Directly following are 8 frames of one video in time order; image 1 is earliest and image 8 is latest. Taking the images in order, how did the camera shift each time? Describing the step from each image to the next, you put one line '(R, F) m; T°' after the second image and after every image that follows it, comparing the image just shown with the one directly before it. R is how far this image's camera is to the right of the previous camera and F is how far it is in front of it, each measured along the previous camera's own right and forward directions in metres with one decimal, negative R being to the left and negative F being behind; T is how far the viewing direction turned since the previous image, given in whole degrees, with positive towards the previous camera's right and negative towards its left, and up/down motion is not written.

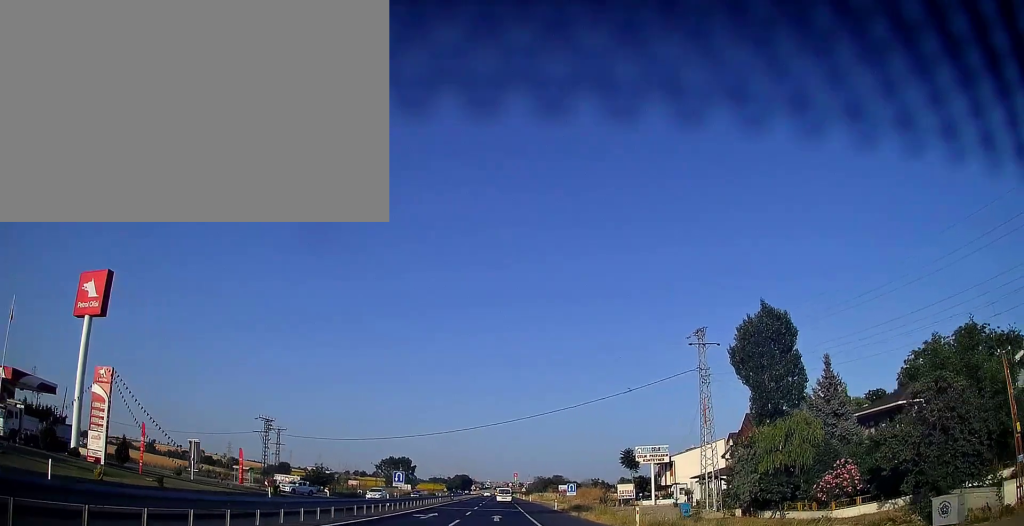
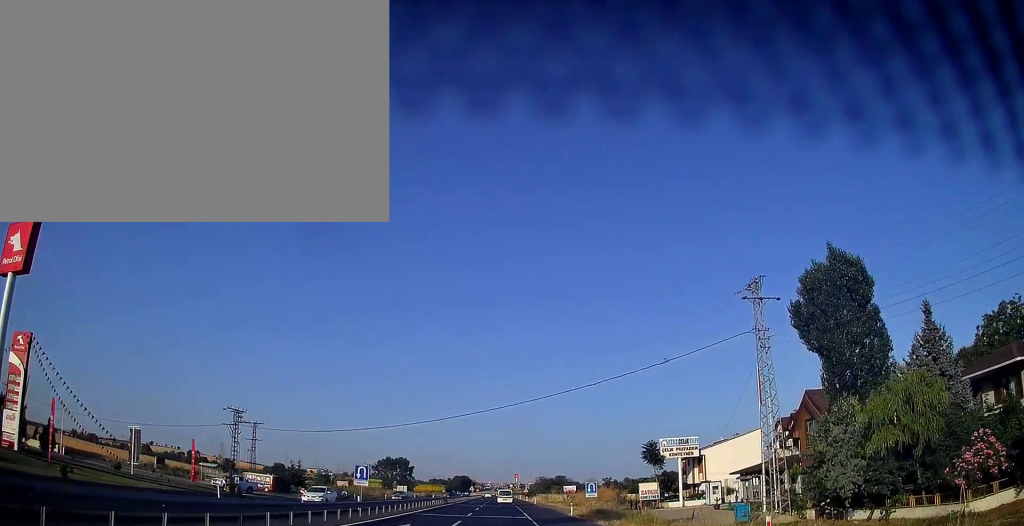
(-0.1, +11.2) m; 0°
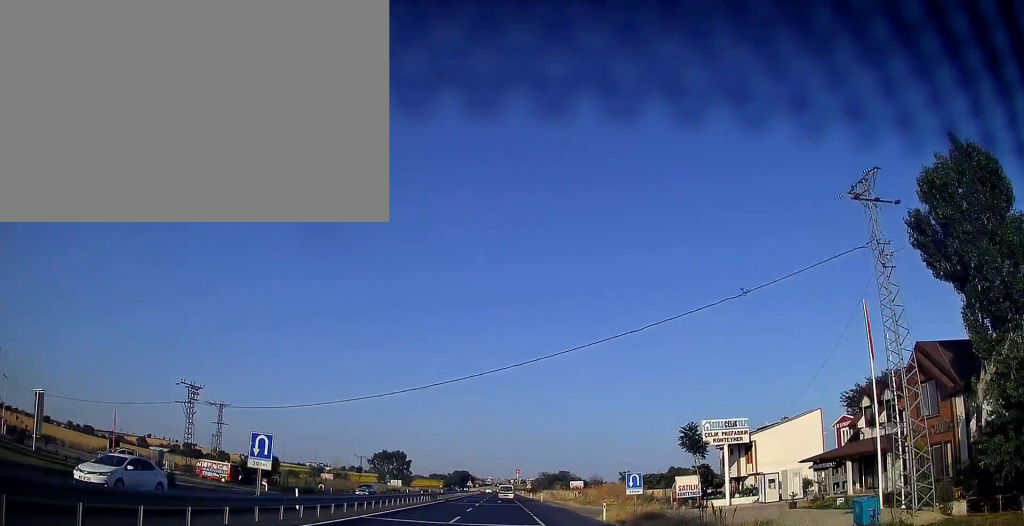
(0.0, +13.1) m; 0°
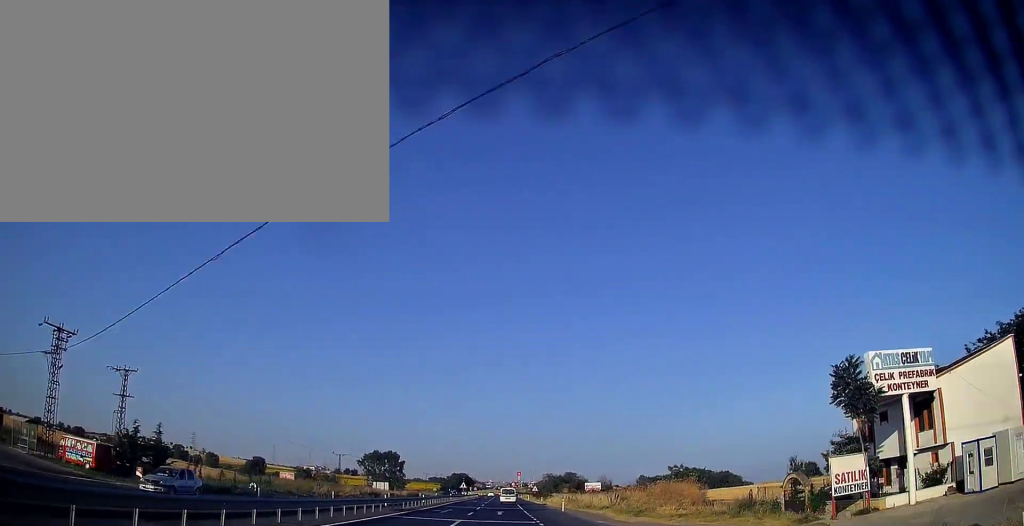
(+0.1, +23.3) m; 0°
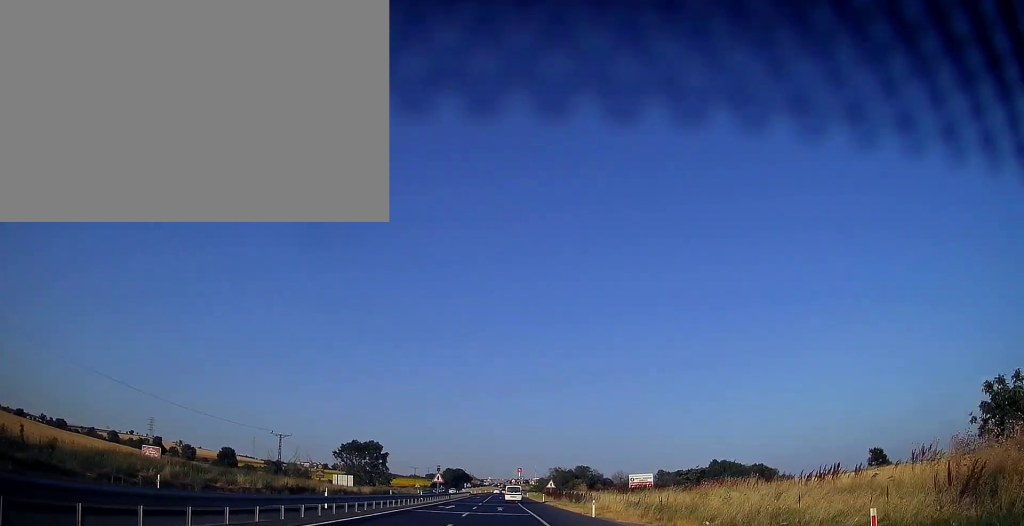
(-0.2, +42.8) m; 0°
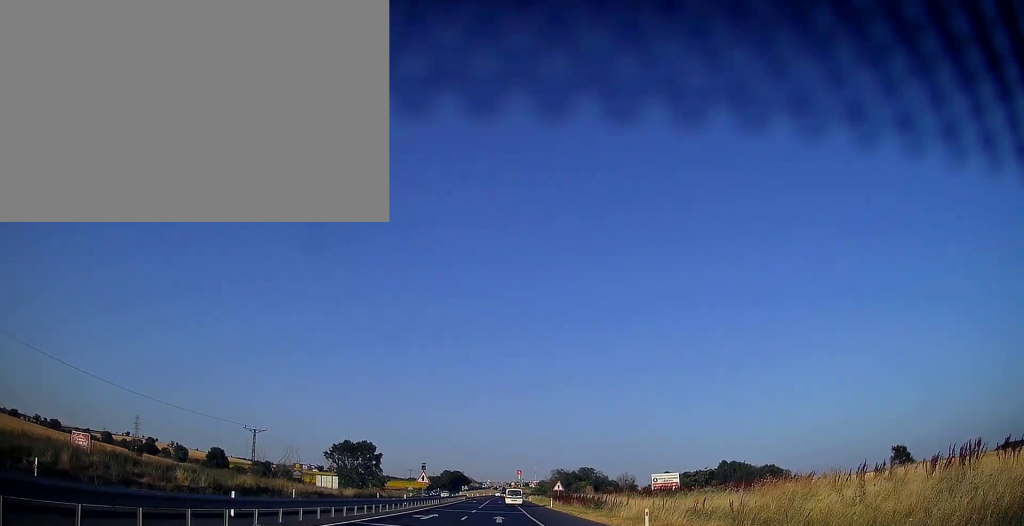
(-0.1, +12.0) m; 0°
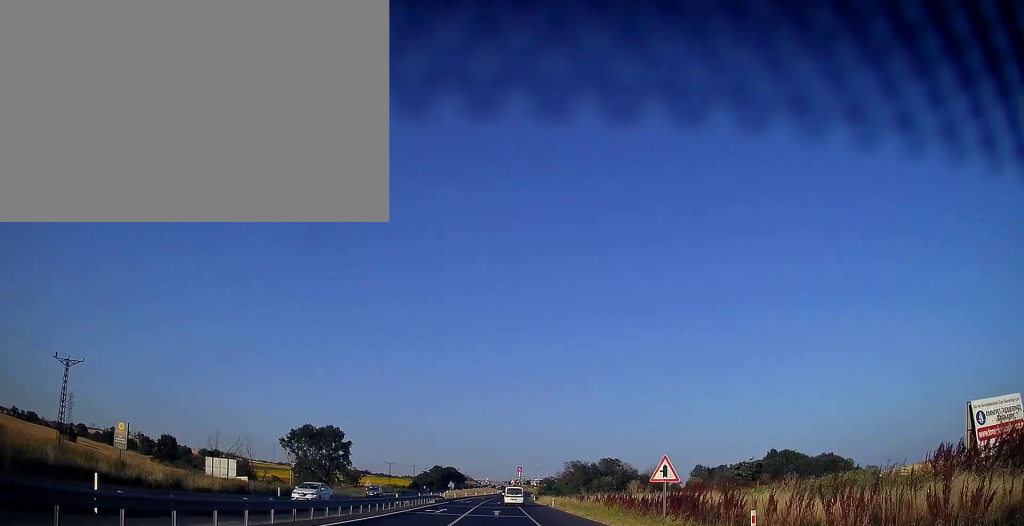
(+0.2, +48.3) m; 0°
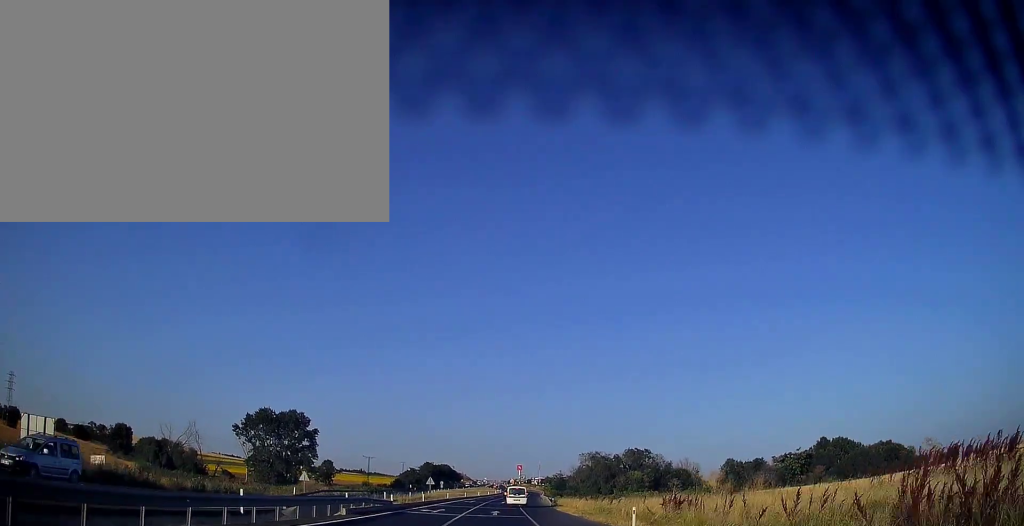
(0.0, +35.0) m; 0°
